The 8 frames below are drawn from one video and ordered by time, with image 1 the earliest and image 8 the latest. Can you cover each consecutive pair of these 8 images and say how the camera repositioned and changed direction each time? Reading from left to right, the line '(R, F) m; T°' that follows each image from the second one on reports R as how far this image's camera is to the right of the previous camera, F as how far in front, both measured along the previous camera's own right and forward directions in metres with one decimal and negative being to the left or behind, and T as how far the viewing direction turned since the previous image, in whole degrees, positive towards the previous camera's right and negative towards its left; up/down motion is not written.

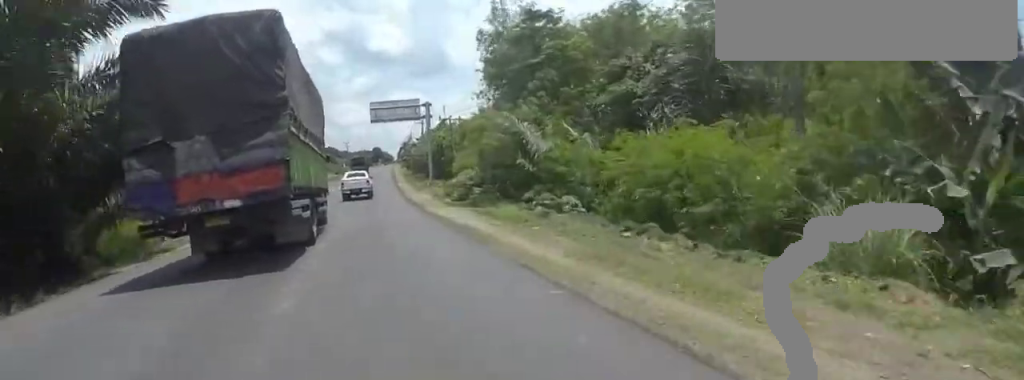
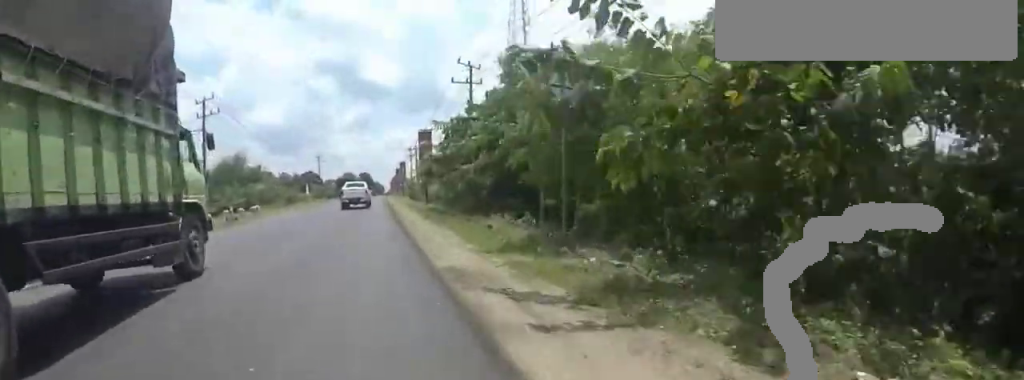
(+0.1, +48.4) m; 0°
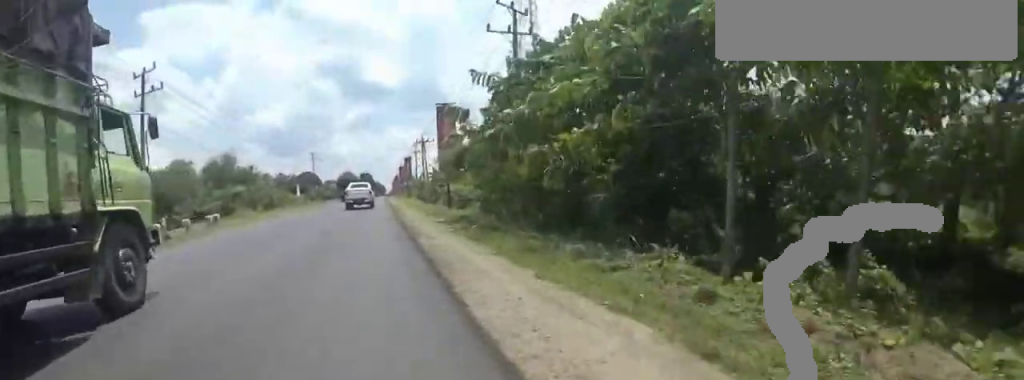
(0.0, +10.1) m; 0°
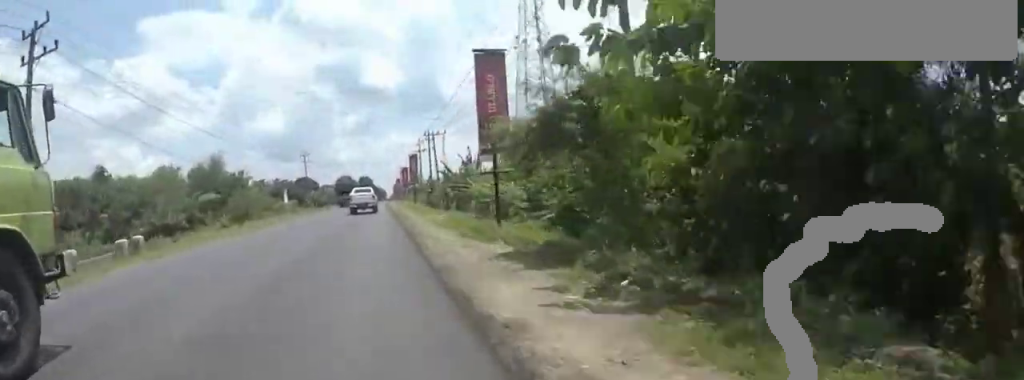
(0.0, +9.6) m; -1°
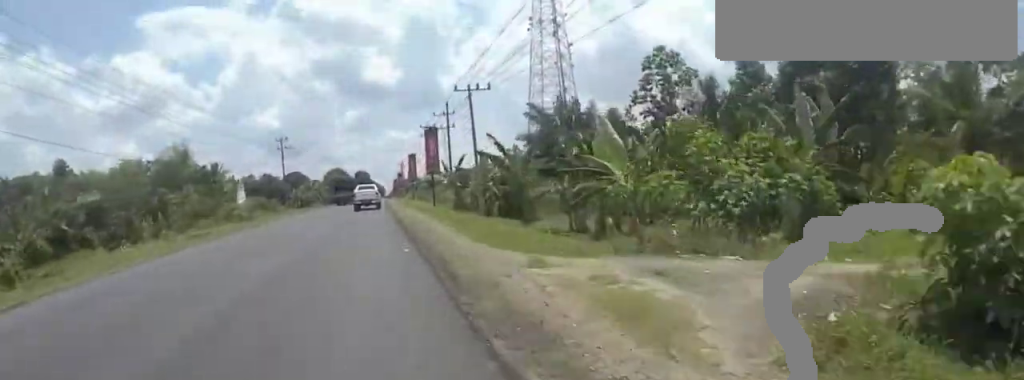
(-0.1, +18.1) m; 0°
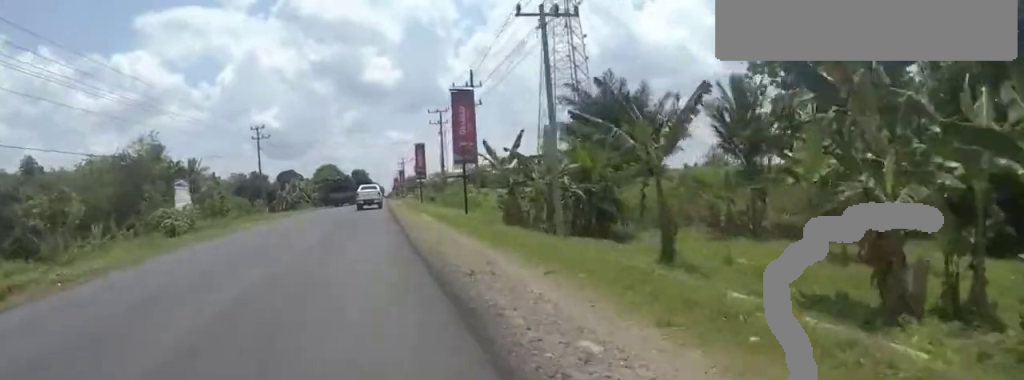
(-0.6, +11.6) m; +2°
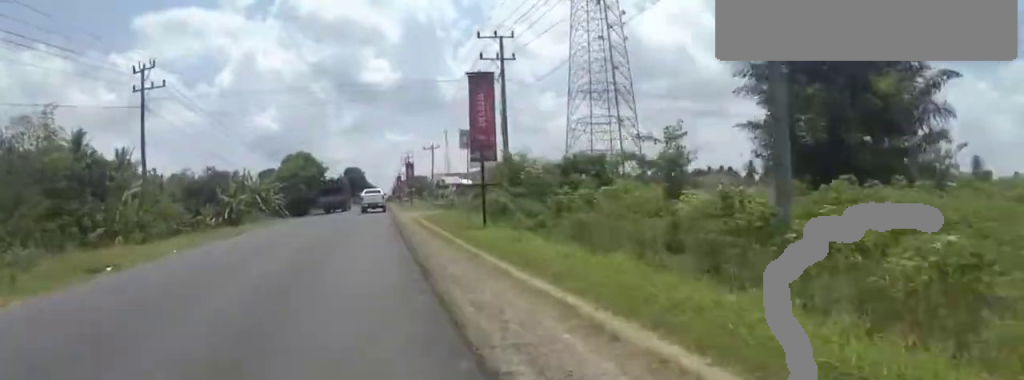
(+2.0, +26.6) m; +4°
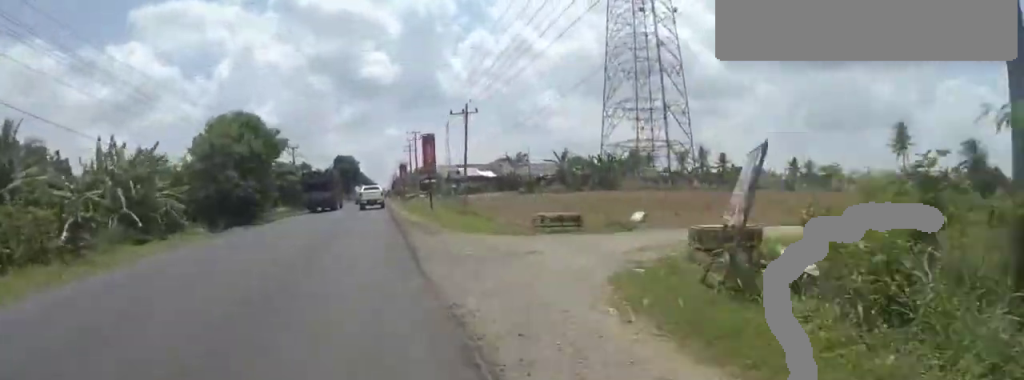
(-0.4, +22.4) m; -2°
